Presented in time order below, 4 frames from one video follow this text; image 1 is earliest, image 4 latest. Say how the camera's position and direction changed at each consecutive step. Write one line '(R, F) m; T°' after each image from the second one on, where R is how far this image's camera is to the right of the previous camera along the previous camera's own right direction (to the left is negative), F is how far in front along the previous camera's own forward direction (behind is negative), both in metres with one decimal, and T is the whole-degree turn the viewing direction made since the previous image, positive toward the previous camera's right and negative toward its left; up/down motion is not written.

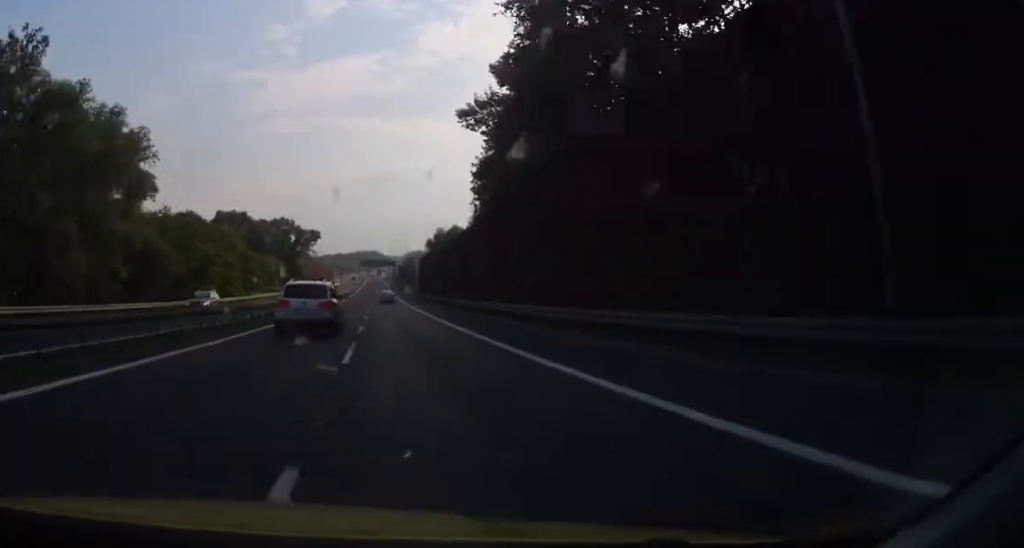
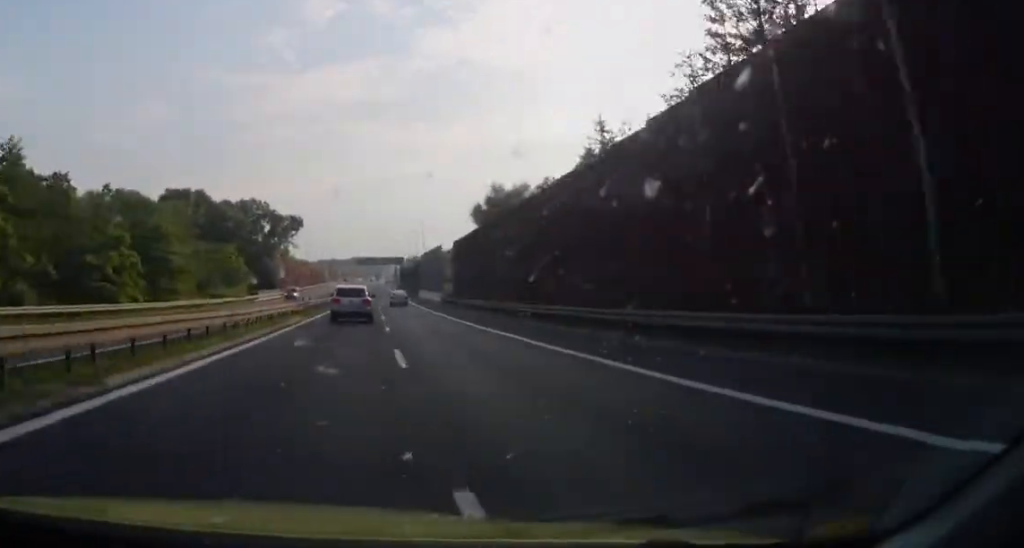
(-0.2, +47.5) m; 0°
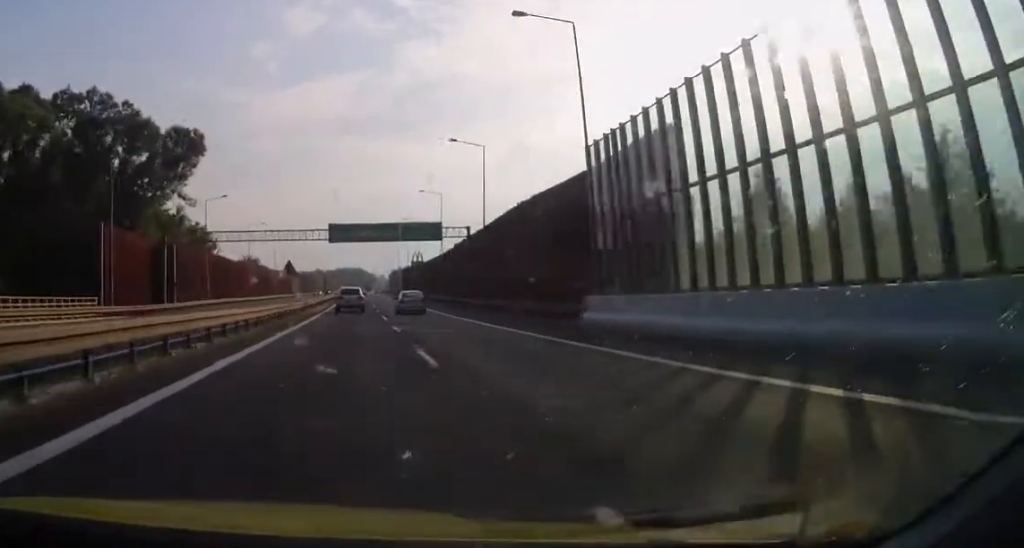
(+0.6, +82.7) m; +1°
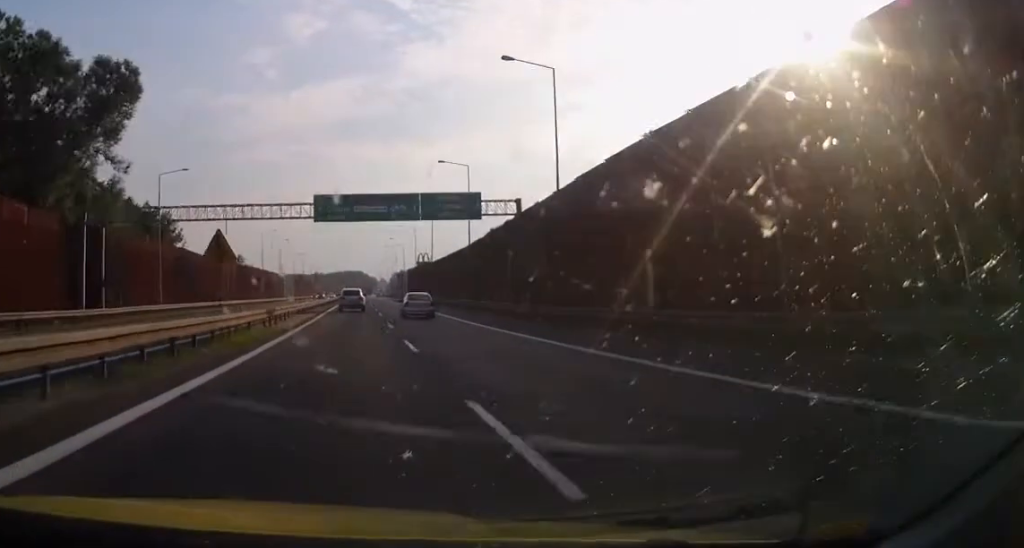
(+0.4, +19.3) m; 0°
